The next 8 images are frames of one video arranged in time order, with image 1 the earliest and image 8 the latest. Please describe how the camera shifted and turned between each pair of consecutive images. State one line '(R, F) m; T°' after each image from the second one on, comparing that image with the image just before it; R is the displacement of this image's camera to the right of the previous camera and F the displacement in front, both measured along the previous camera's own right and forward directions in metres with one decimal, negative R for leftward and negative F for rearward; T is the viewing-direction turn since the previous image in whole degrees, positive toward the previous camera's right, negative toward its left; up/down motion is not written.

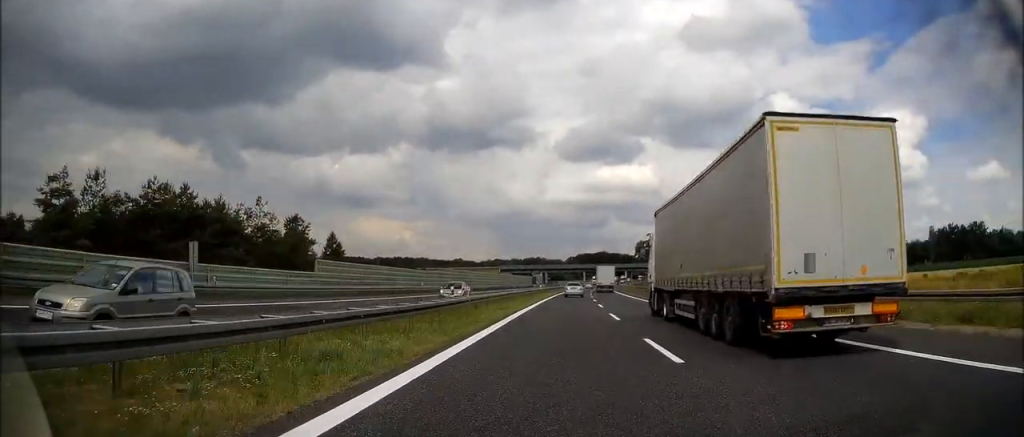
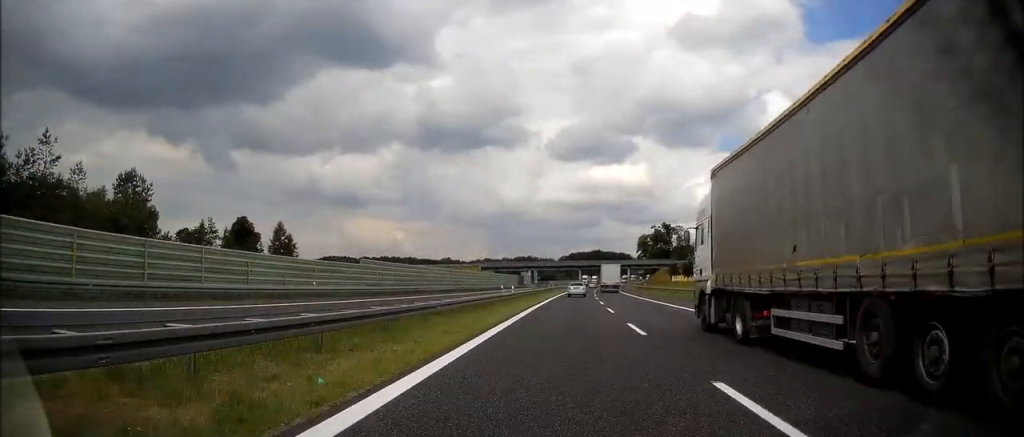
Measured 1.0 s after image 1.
(0.0, +30.8) m; 0°
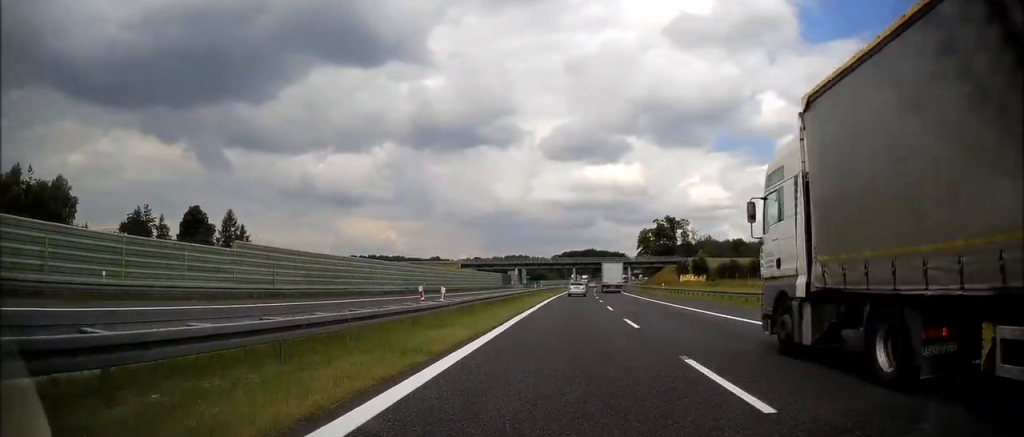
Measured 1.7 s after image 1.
(0.0, +21.6) m; +1°
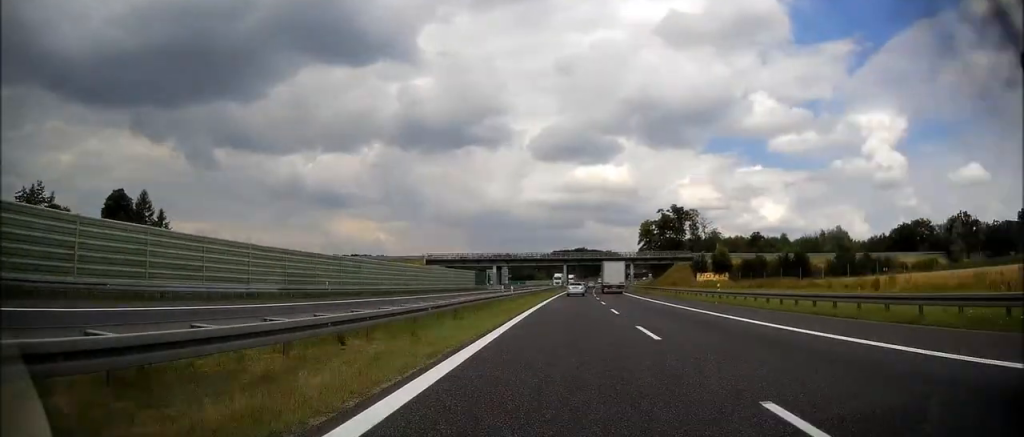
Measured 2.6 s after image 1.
(+0.3, +28.0) m; +1°
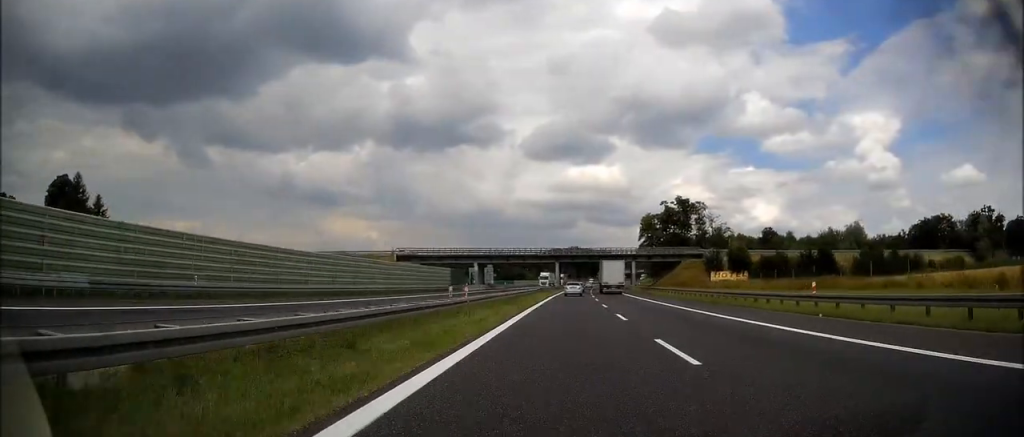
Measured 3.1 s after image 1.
(+0.1, +16.7) m; +1°
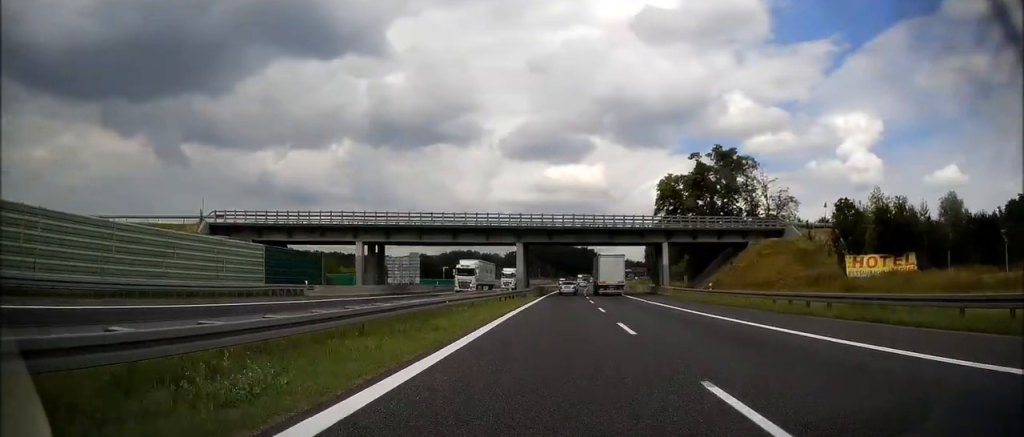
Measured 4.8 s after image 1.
(+1.1, +53.5) m; +2°
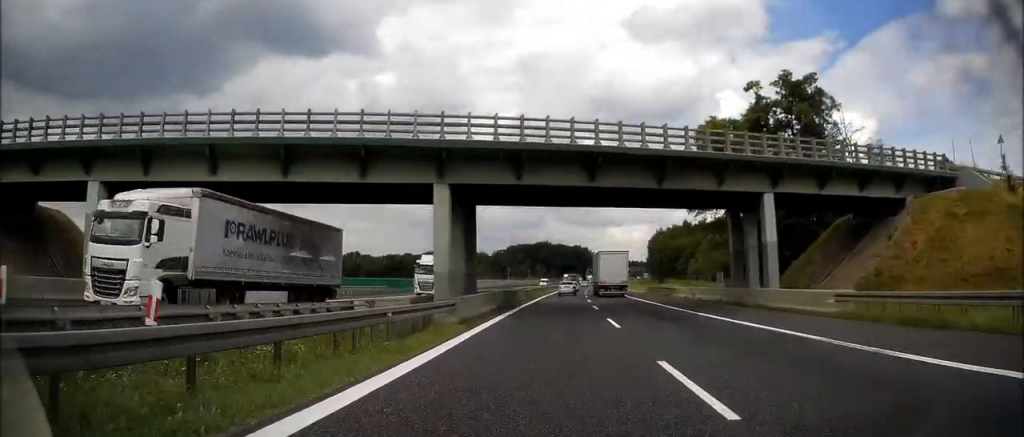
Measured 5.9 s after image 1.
(+0.1, +33.7) m; 0°
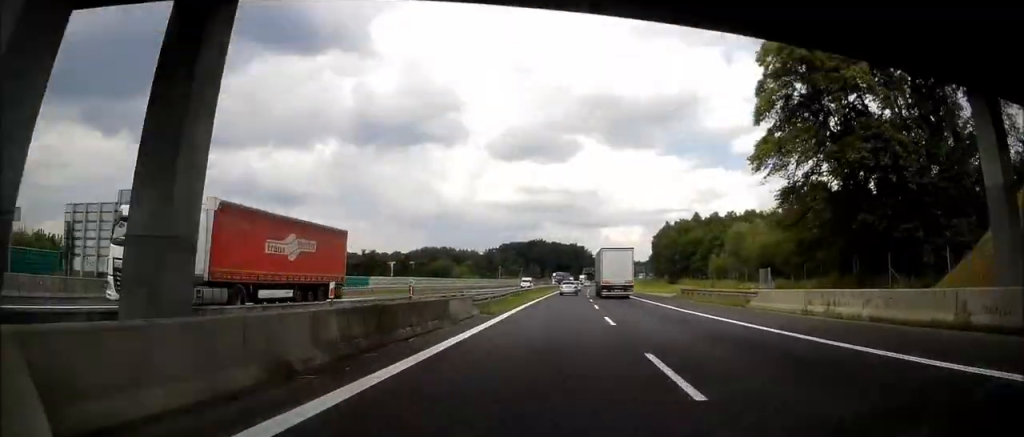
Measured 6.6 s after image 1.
(0.0, +23.2) m; +1°
